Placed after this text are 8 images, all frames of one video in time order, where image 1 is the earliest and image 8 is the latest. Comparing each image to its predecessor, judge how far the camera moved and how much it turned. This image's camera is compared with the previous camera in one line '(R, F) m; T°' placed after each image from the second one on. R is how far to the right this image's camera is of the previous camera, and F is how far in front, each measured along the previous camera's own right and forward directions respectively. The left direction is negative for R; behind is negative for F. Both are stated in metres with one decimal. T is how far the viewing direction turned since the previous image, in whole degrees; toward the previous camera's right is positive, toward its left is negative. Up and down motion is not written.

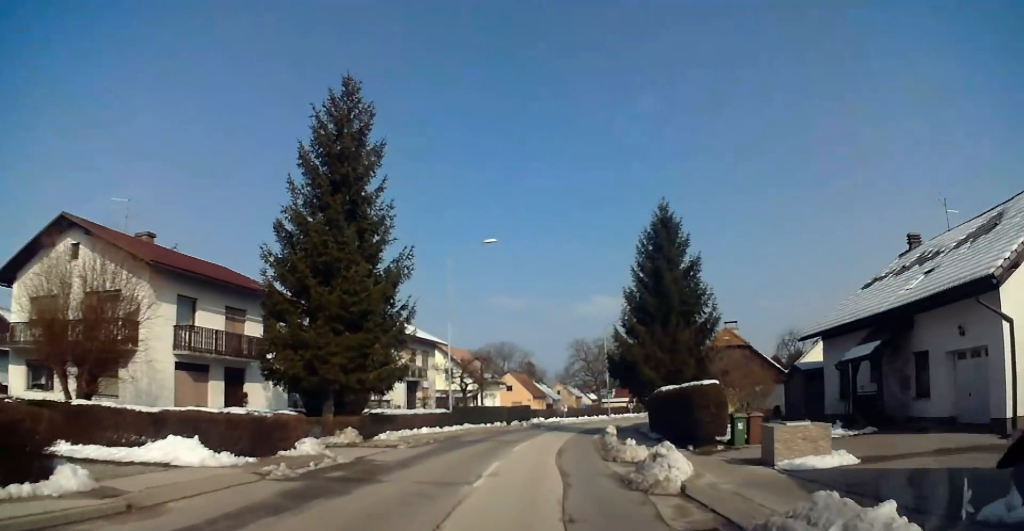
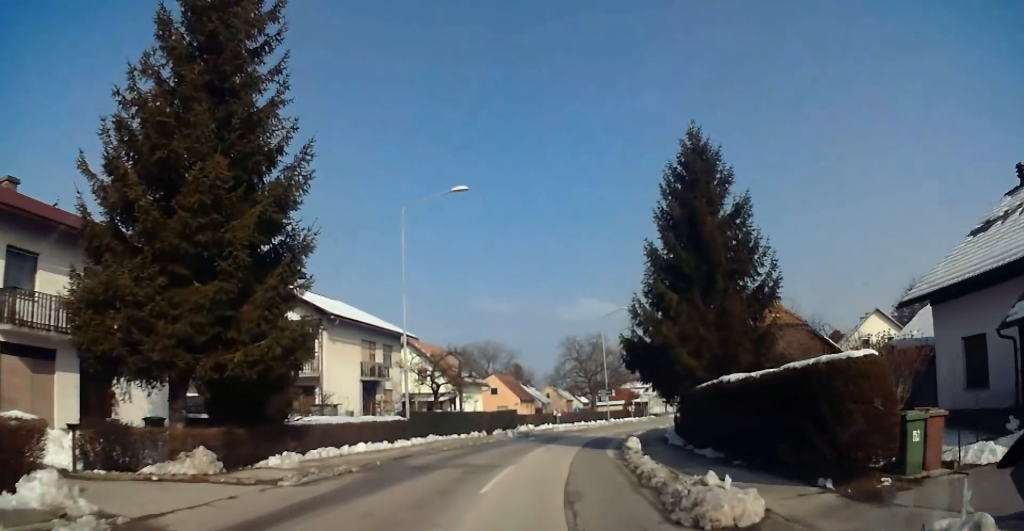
(+0.3, +9.8) m; +2°
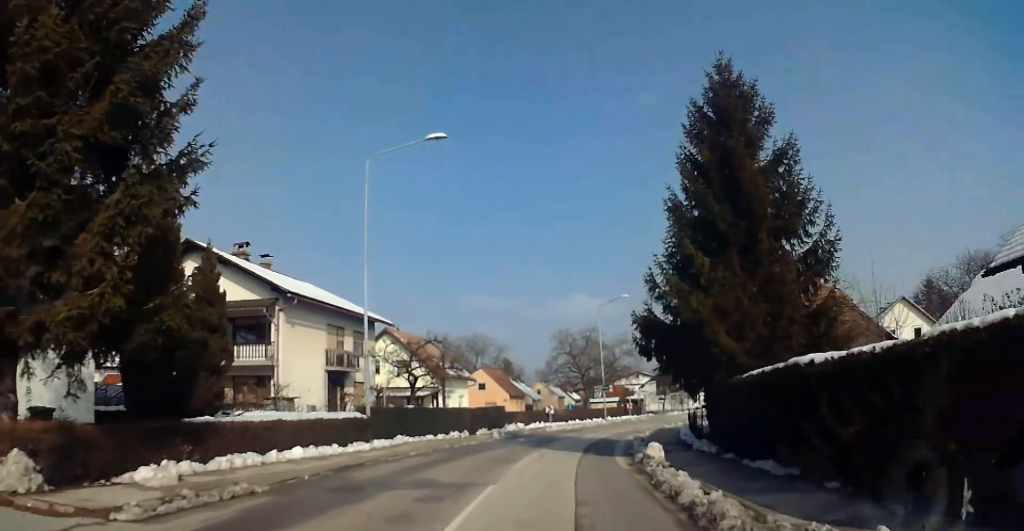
(0.0, +5.2) m; +1°
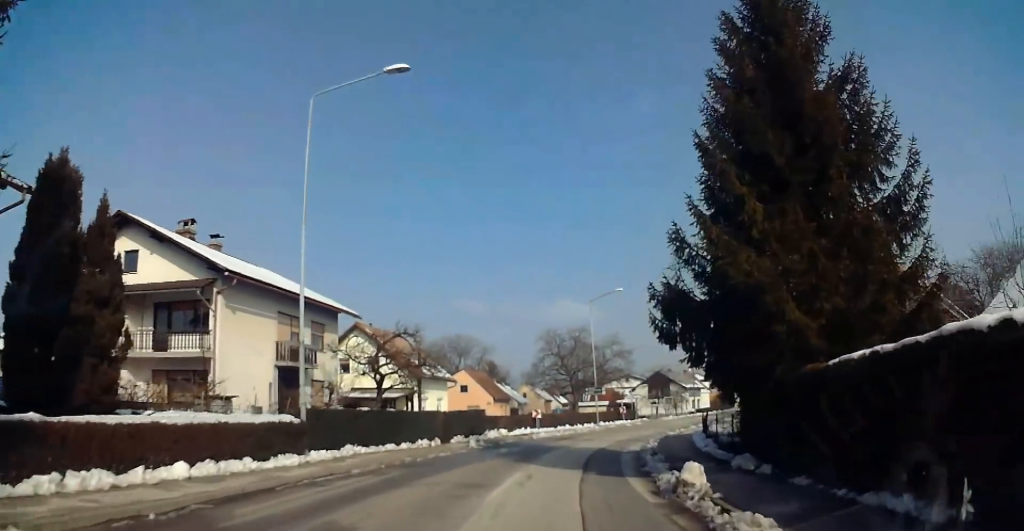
(-0.1, +5.2) m; +3°
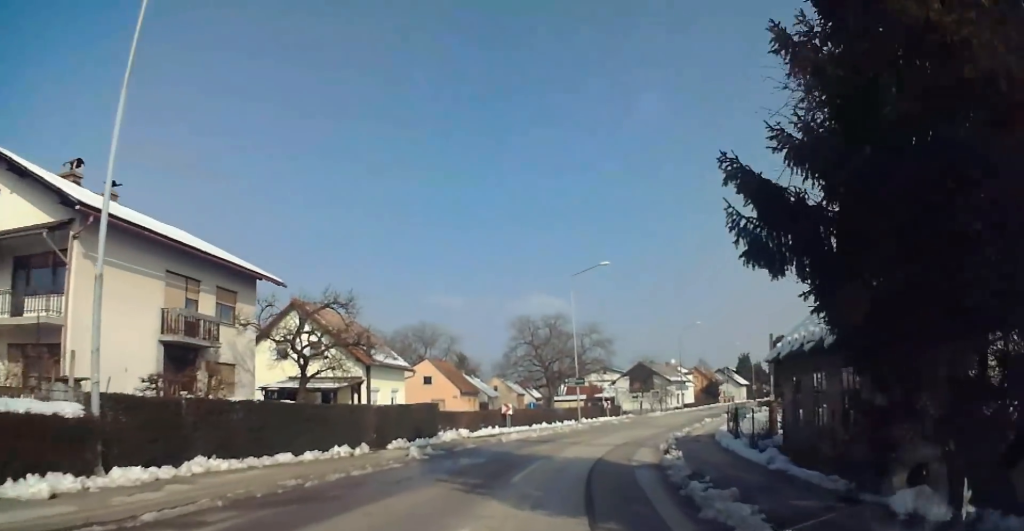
(+0.6, +7.9) m; +3°
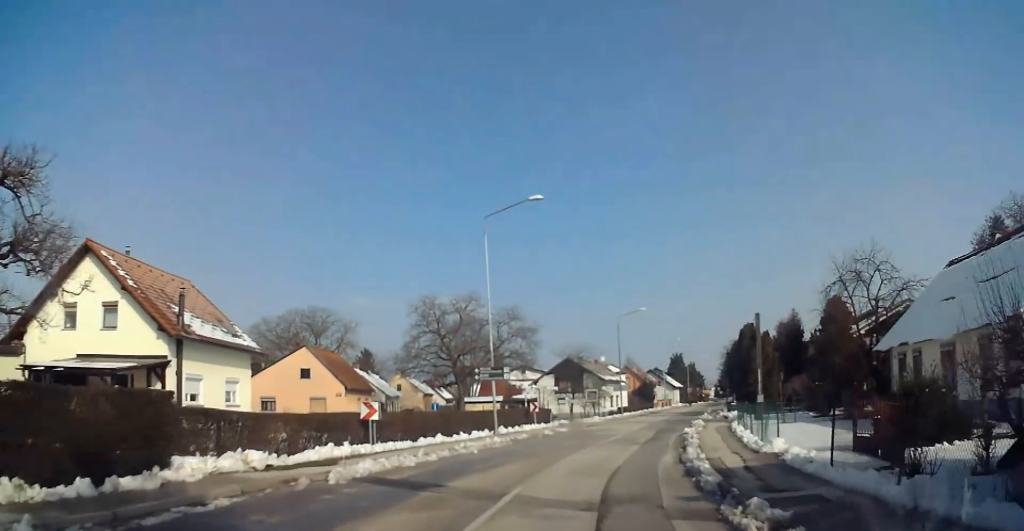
(+0.1, +14.8) m; +1°
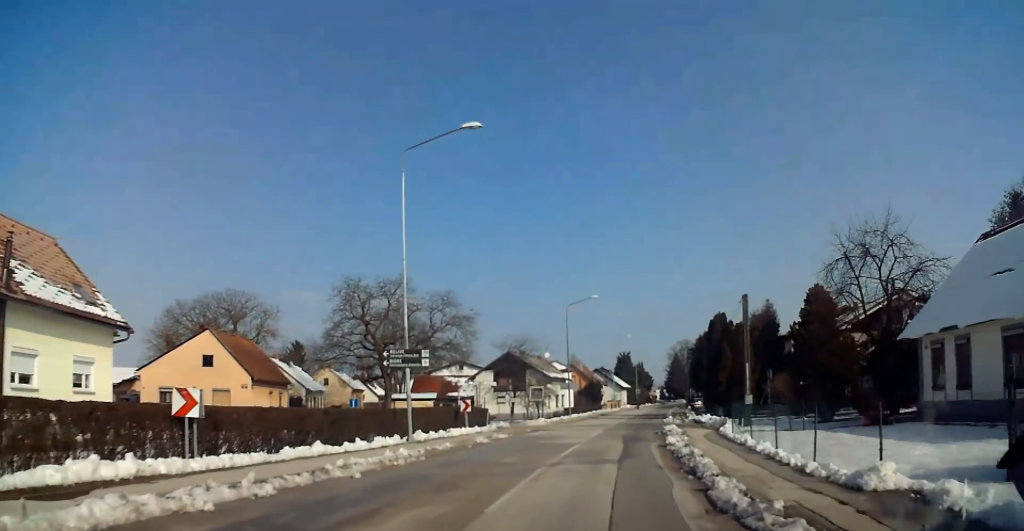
(0.0, +8.2) m; +4°
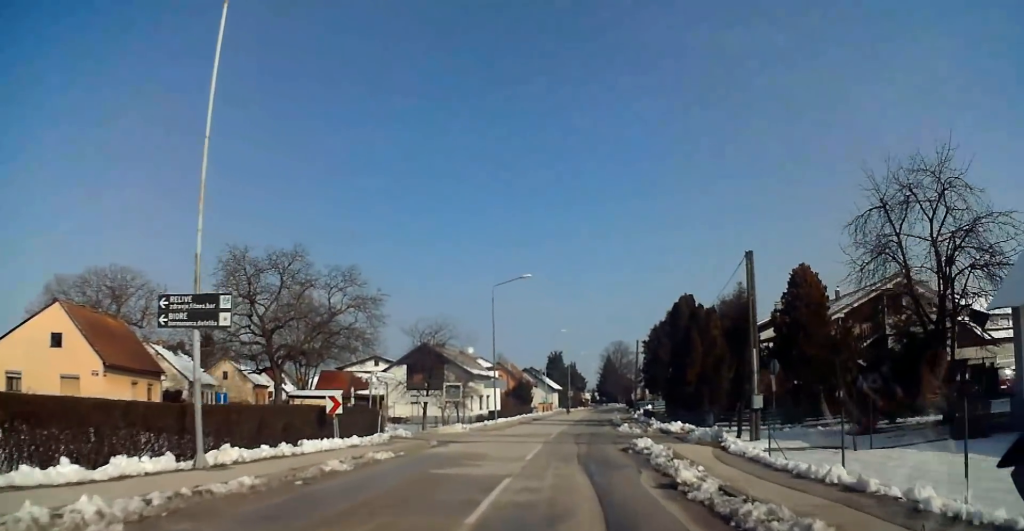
(+1.1, +10.6) m; +12°
